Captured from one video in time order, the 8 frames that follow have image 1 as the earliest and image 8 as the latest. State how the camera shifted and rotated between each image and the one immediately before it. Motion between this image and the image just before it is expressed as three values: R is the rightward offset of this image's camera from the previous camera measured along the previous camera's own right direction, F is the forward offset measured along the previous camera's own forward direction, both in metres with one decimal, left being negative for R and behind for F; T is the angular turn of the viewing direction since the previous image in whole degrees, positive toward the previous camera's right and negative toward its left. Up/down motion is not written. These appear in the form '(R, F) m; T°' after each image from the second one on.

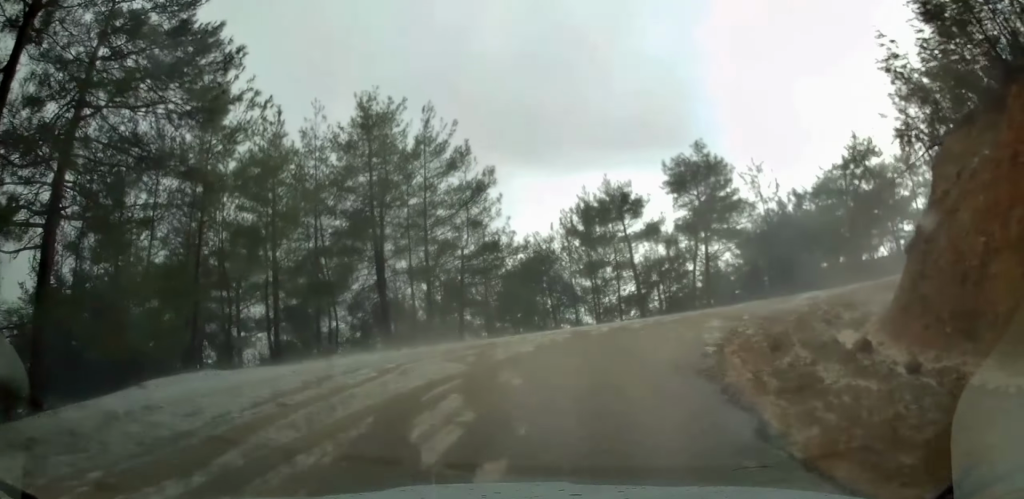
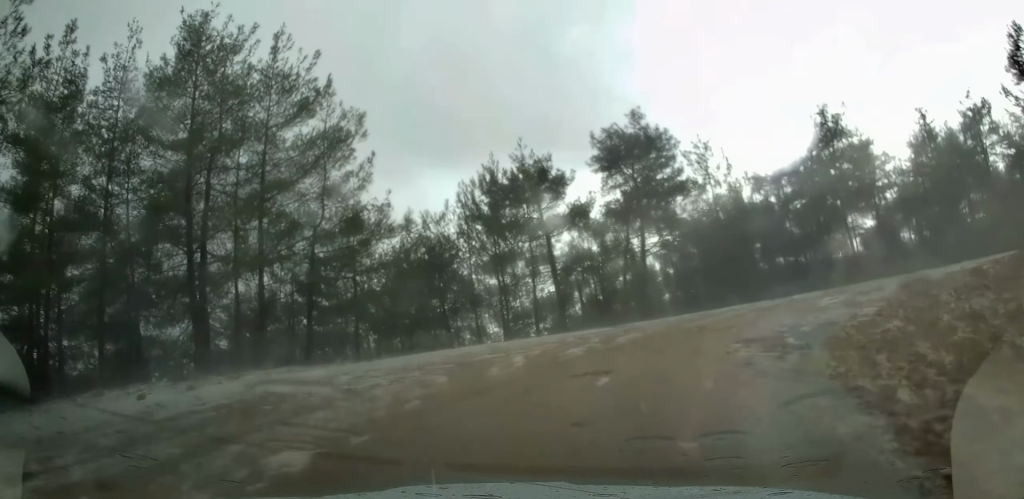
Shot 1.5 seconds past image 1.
(+0.5, +10.8) m; +6°
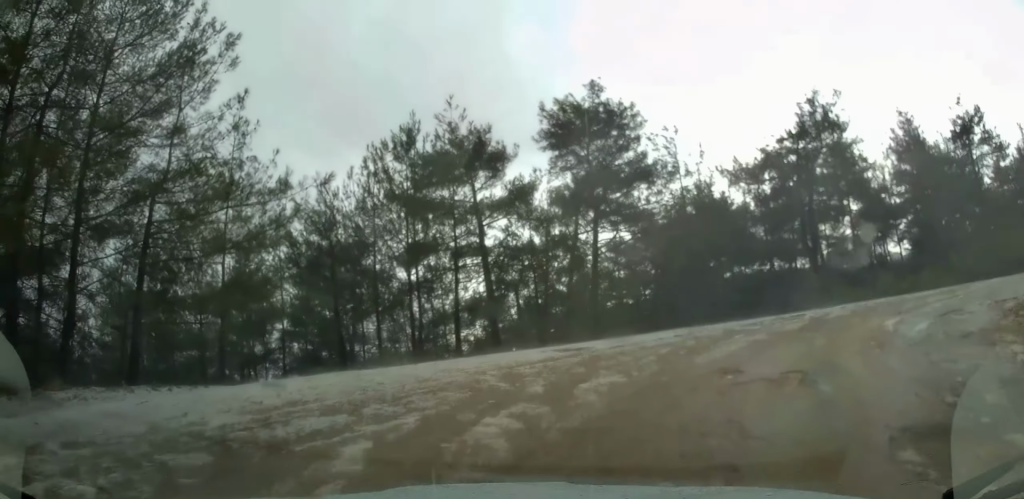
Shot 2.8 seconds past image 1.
(+0.6, +7.7) m; +7°
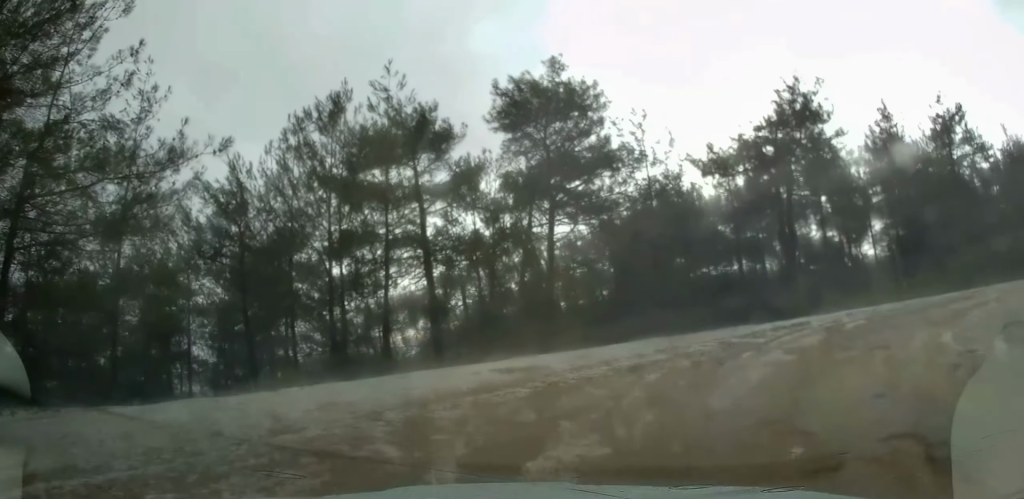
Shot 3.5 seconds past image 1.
(+0.1, +4.1) m; +5°
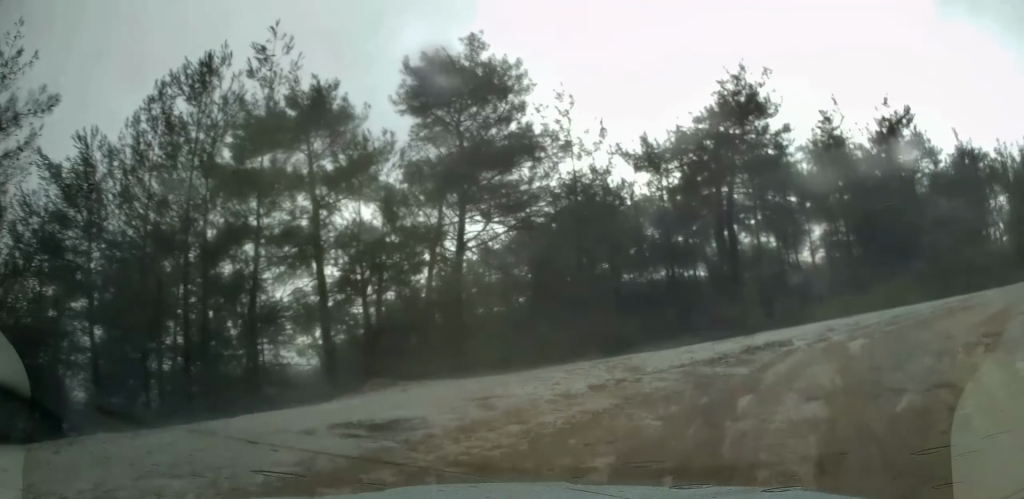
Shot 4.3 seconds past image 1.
(+0.2, +4.1) m; +10°
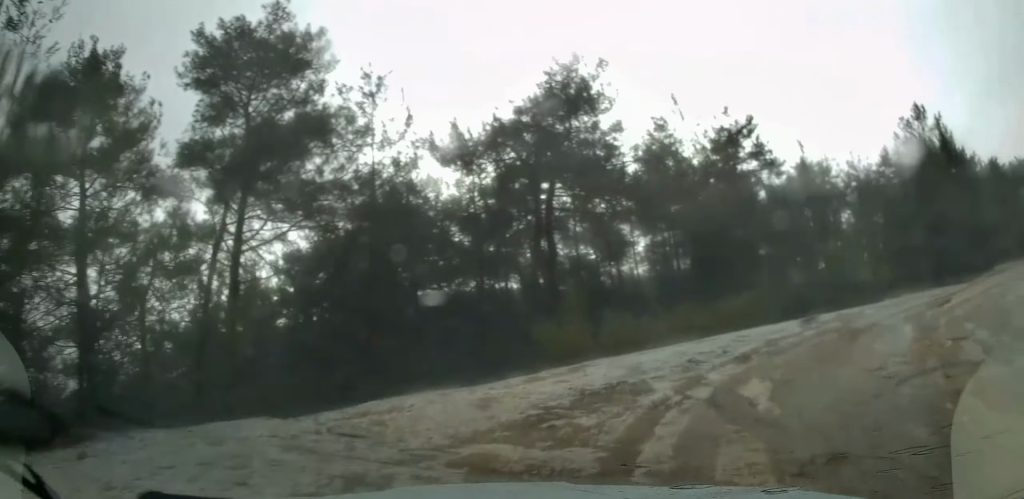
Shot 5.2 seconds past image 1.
(+0.5, +4.2) m; +16°
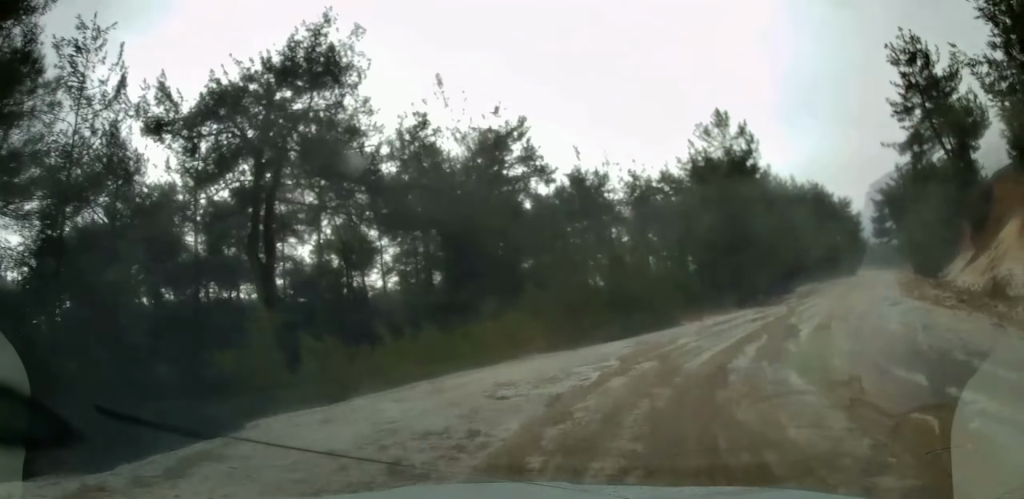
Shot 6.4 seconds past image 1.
(+1.3, +5.6) m; +25°
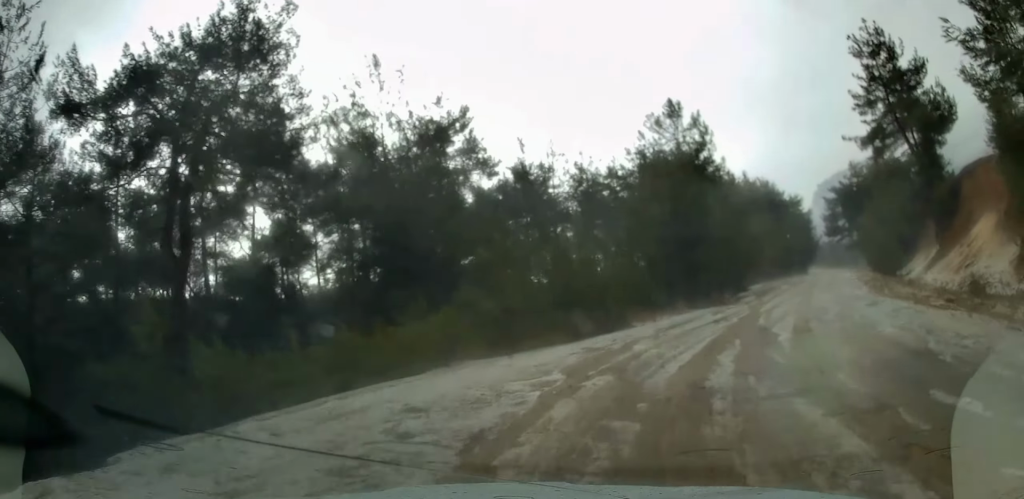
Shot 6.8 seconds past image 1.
(+0.2, +2.2) m; +8°
